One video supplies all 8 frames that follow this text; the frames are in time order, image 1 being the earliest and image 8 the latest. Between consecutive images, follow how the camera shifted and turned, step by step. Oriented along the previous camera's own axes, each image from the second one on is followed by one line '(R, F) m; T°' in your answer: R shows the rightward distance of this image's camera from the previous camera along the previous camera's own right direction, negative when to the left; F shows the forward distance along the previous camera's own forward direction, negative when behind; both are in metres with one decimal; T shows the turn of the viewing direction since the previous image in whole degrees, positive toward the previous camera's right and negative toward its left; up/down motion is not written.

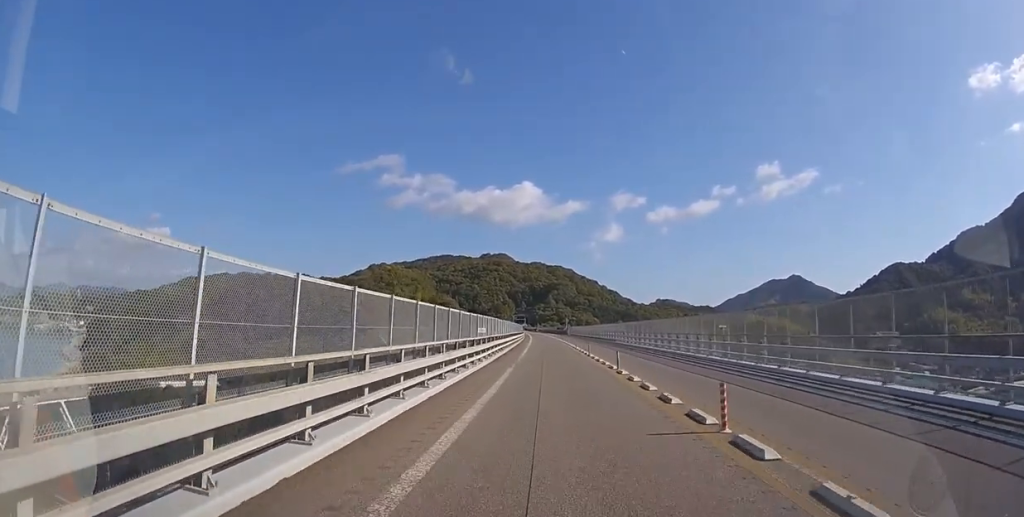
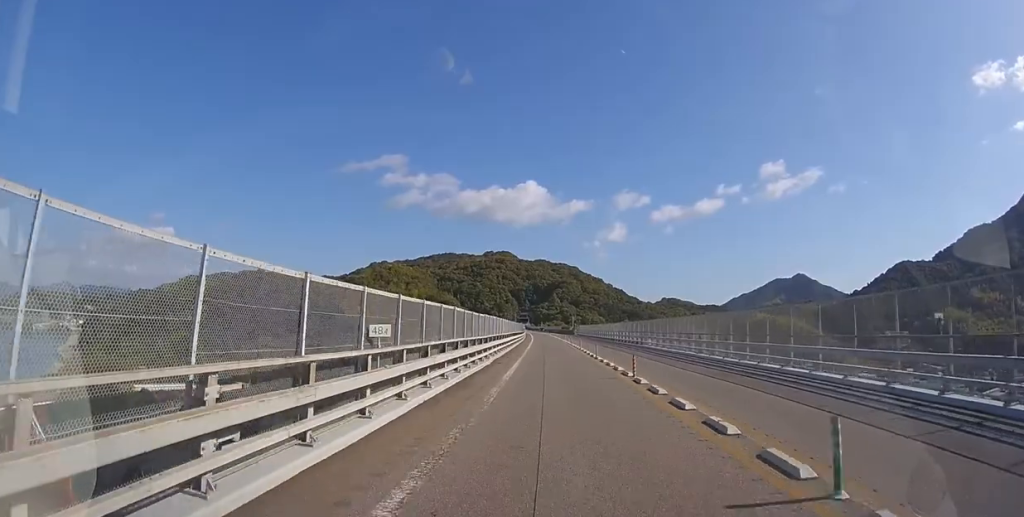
(0.0, +12.1) m; 0°
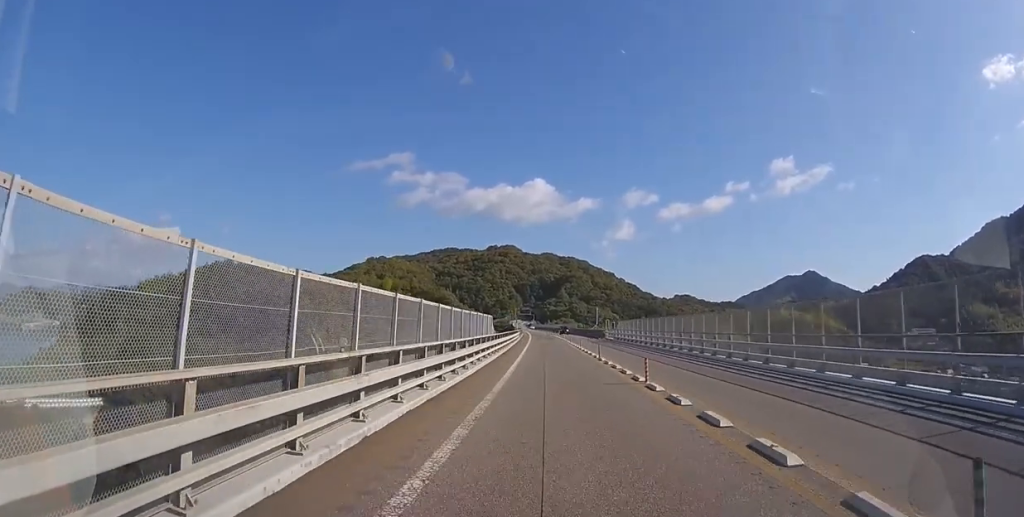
(-0.4, +41.2) m; -1°
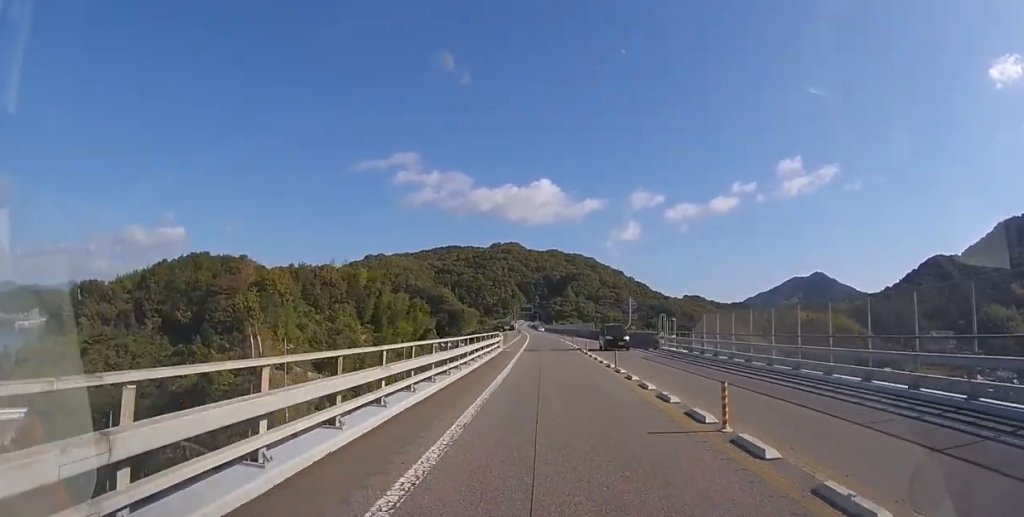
(-0.2, +26.0) m; -1°
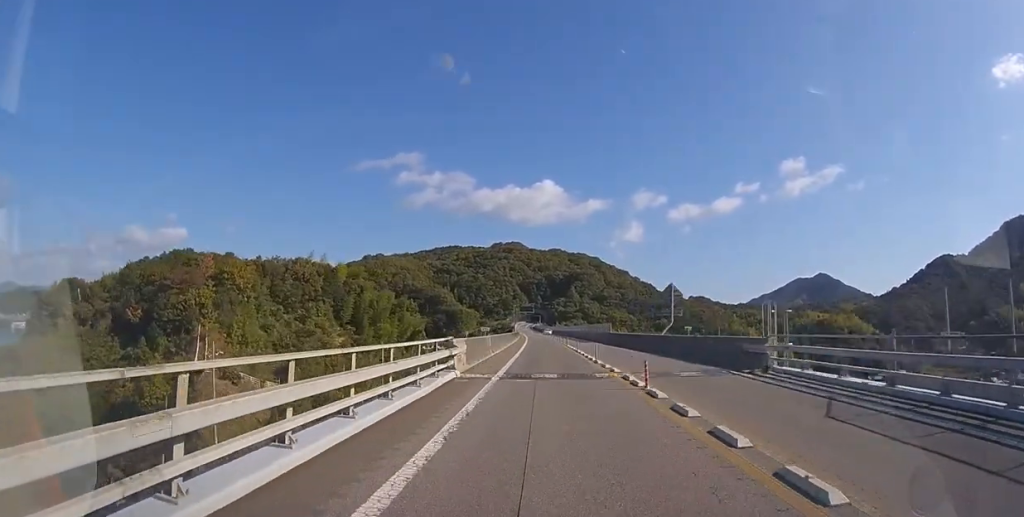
(-0.1, +15.3) m; 0°
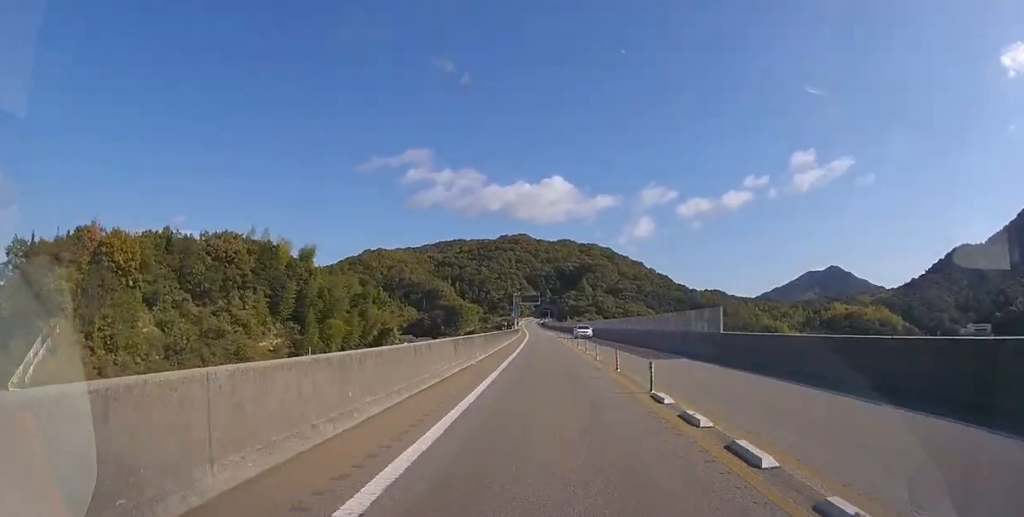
(-0.2, +30.8) m; -1°
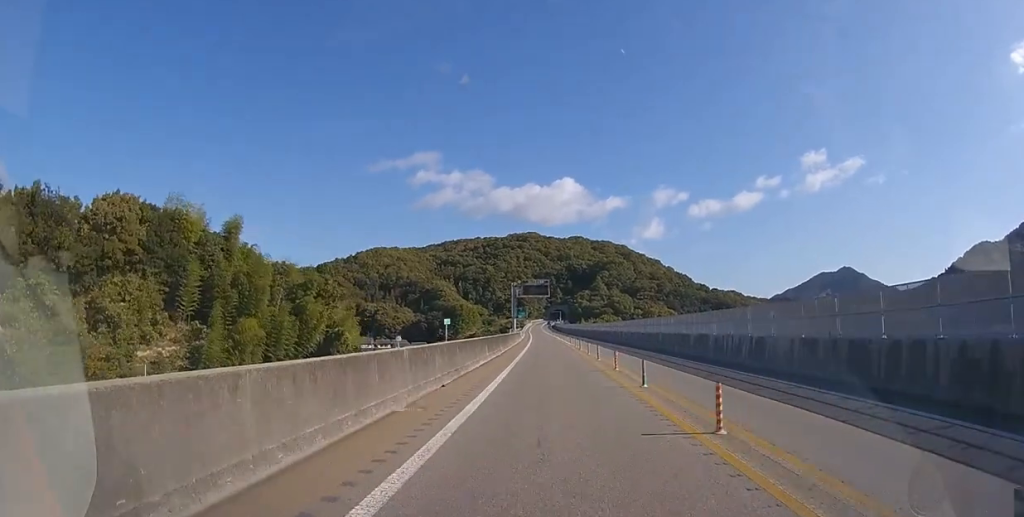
(-0.2, +27.8) m; -1°
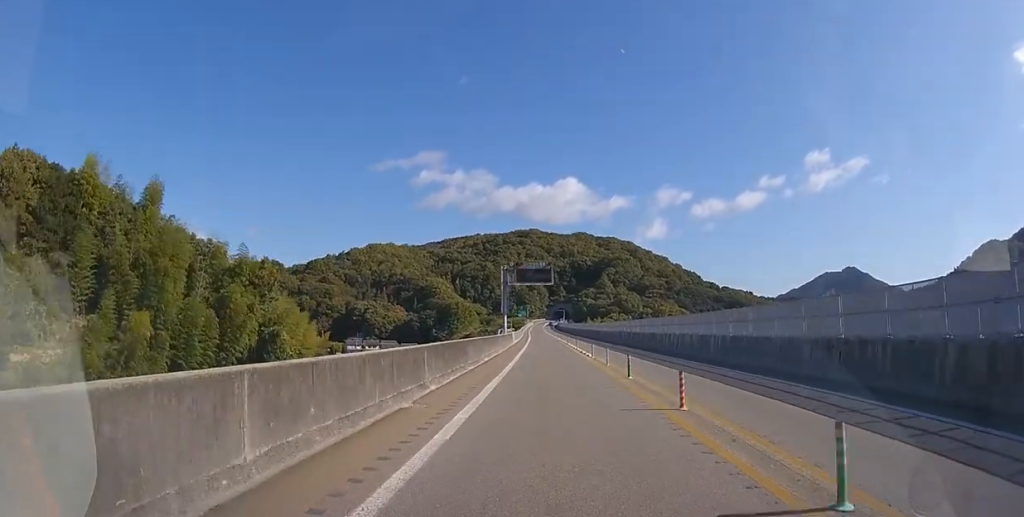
(-0.1, +18.6) m; -1°
